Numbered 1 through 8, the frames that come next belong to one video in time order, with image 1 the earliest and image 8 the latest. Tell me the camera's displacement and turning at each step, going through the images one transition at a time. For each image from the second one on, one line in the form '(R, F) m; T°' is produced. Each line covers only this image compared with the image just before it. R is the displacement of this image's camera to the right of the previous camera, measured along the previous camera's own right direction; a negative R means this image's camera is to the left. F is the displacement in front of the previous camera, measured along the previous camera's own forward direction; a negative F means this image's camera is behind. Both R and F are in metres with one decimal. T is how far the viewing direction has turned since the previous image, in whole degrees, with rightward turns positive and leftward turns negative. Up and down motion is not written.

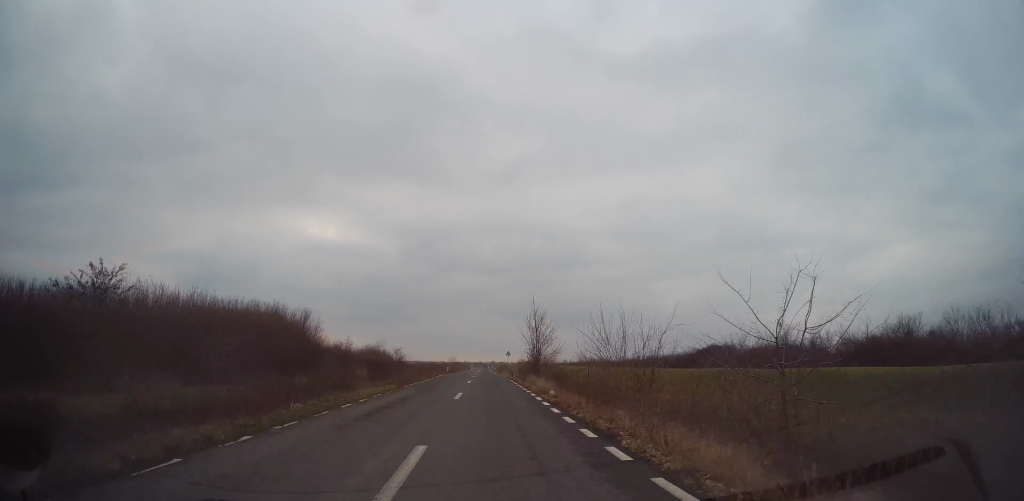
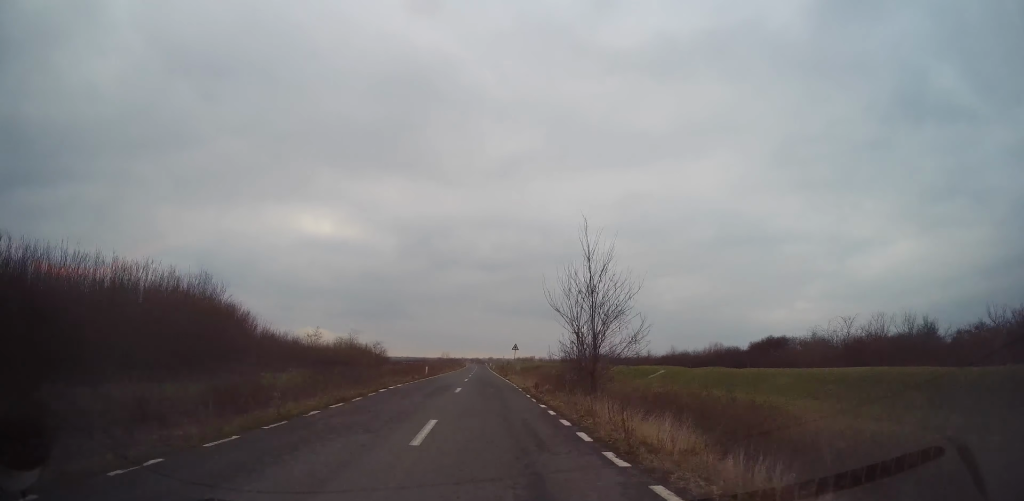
(+0.2, +20.1) m; 0°
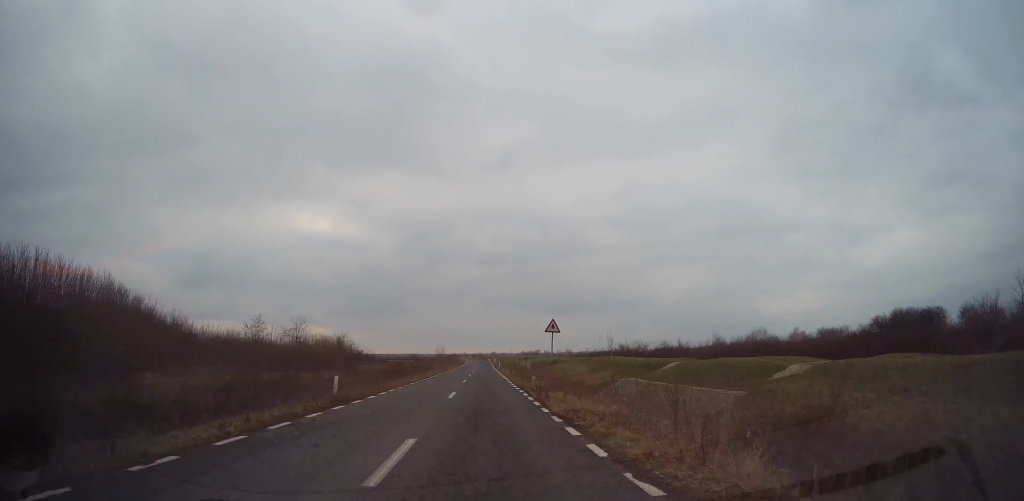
(0.0, +25.6) m; 0°
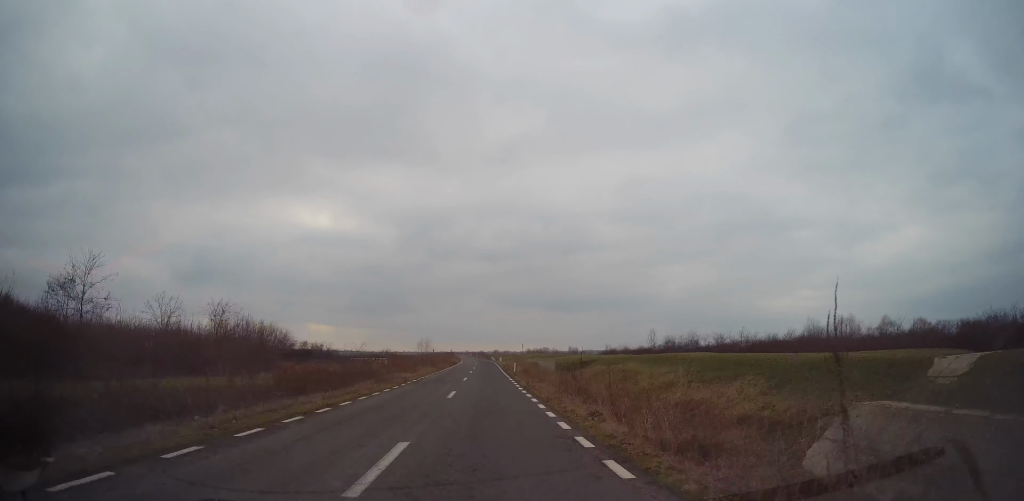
(-0.1, +35.9) m; 0°
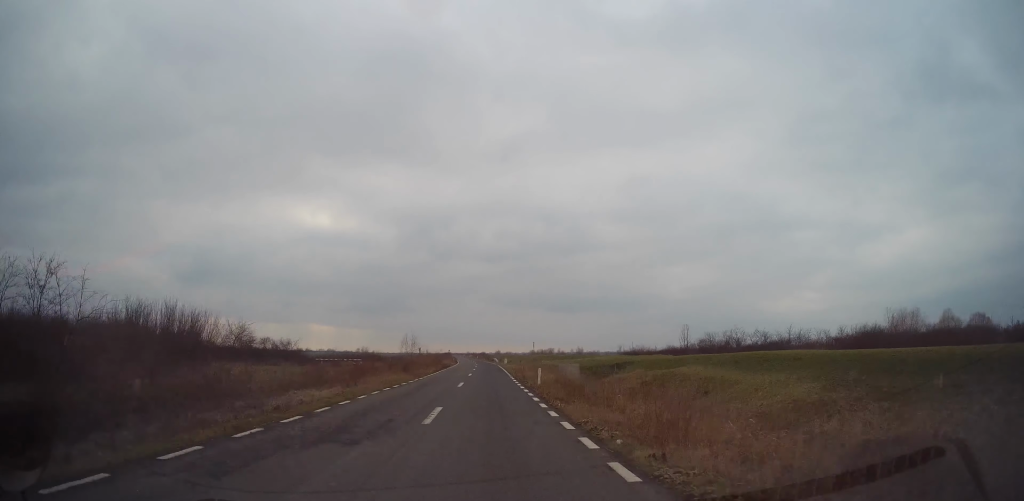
(0.0, +18.5) m; -1°
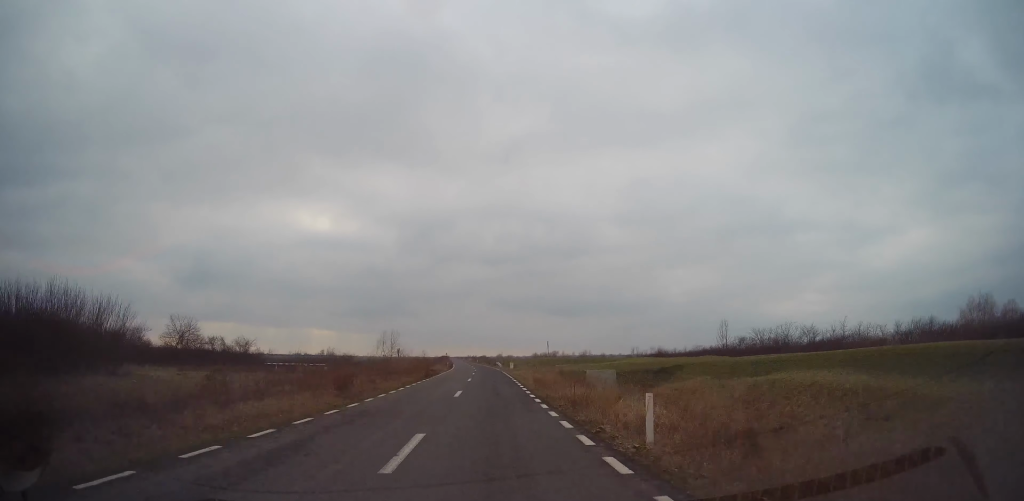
(0.0, +15.8) m; 0°
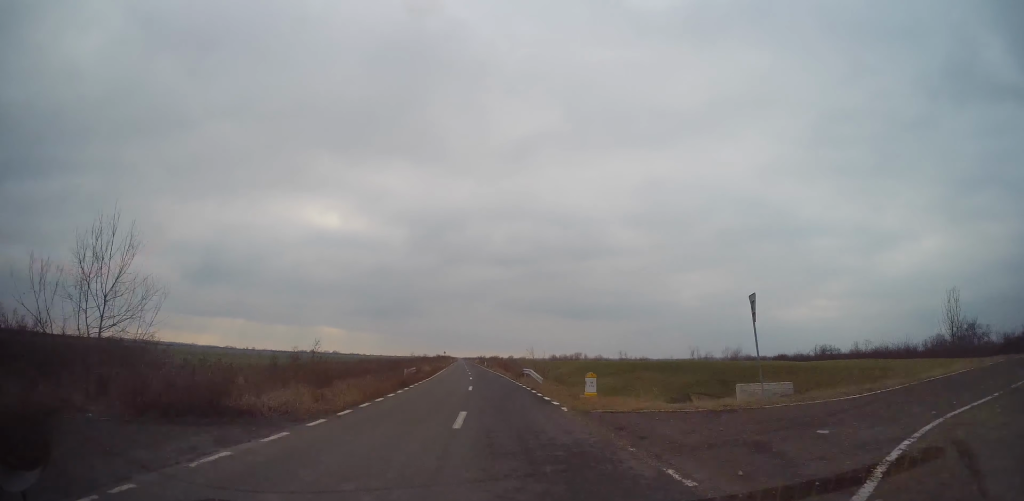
(+0.2, +43.6) m; 0°
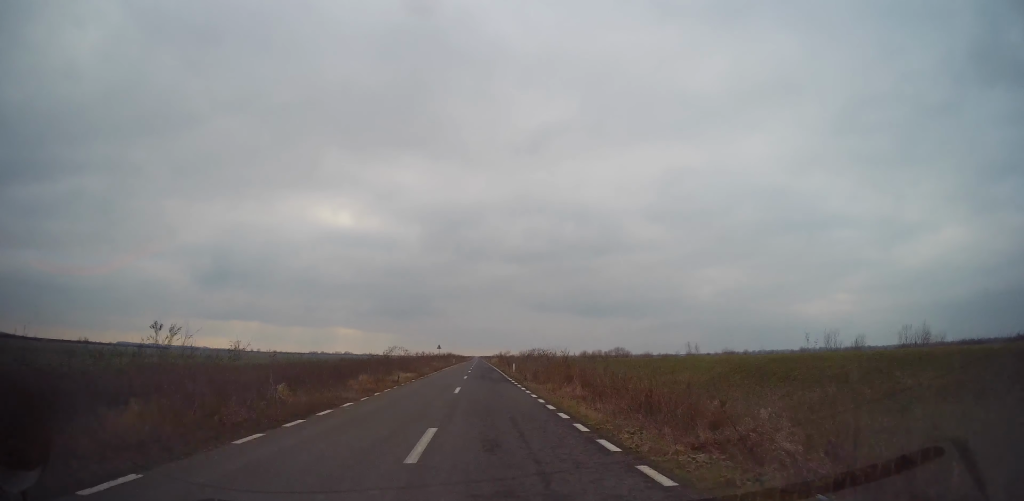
(-1.3, +50.4) m; -2°
